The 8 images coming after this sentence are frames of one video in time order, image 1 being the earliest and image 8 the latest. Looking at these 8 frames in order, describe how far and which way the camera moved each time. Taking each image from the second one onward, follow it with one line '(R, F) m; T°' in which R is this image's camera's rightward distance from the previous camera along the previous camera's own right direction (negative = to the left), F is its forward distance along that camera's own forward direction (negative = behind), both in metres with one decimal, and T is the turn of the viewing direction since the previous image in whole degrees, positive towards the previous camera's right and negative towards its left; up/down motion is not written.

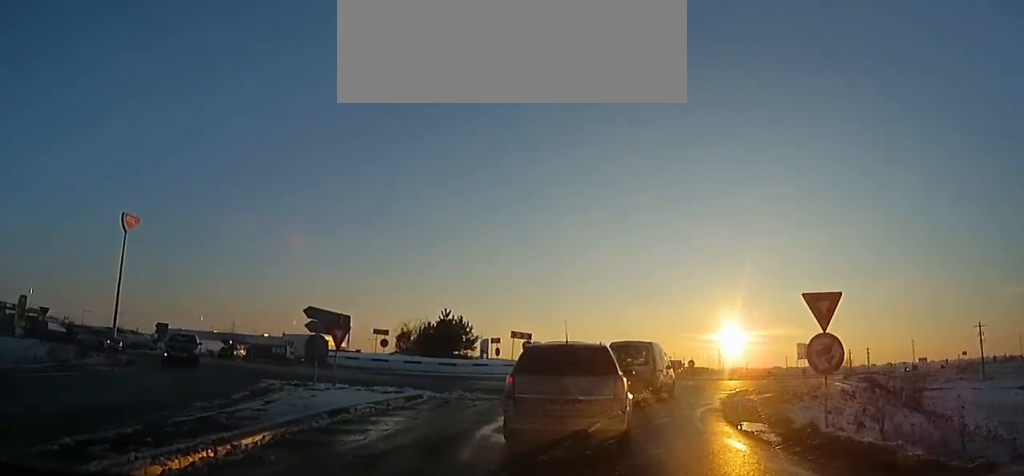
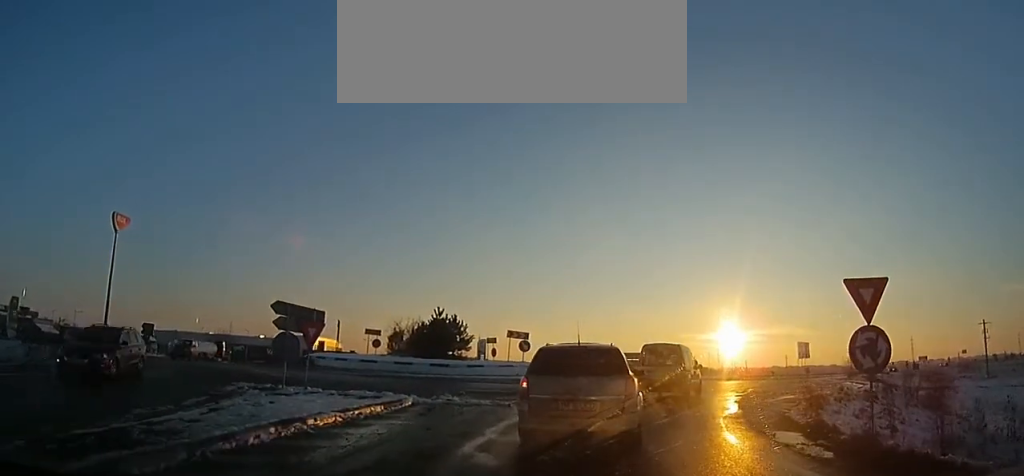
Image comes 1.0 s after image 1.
(0.0, +2.5) m; 0°
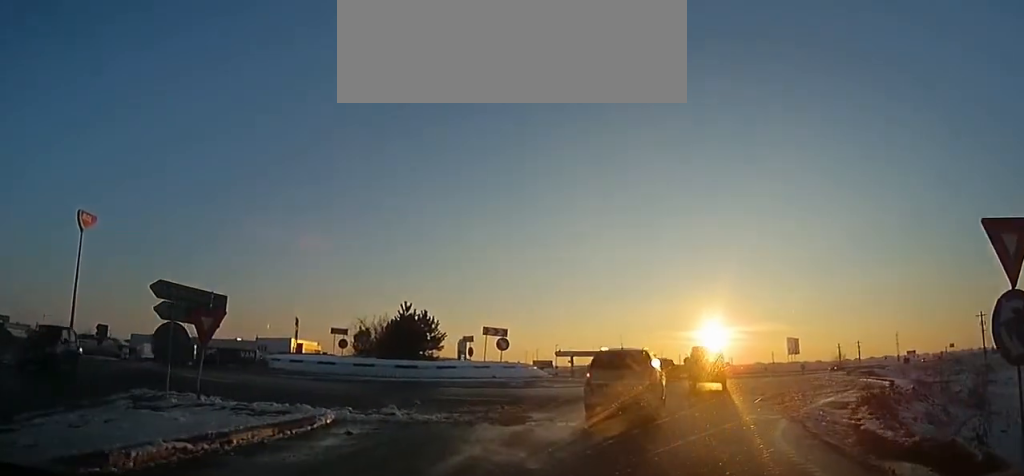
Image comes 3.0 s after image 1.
(0.0, +4.0) m; 0°
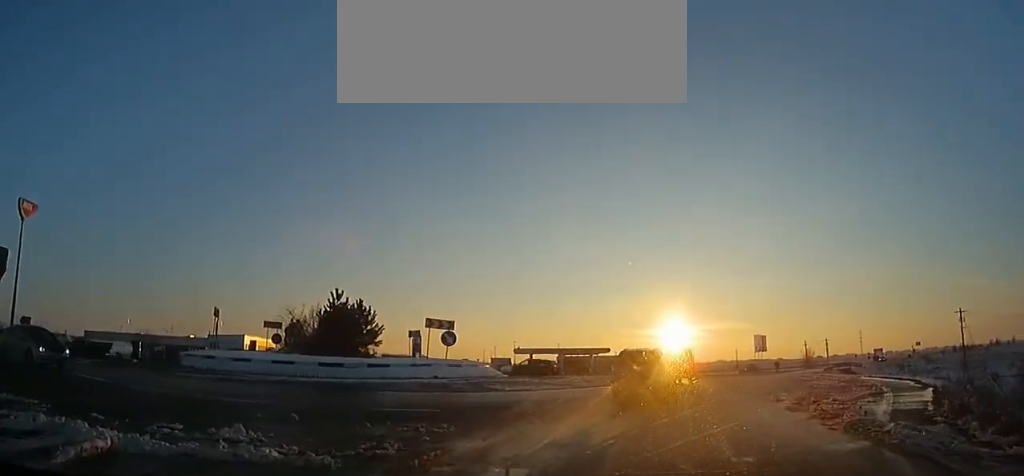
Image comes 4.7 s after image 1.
(0.0, +3.3) m; +2°
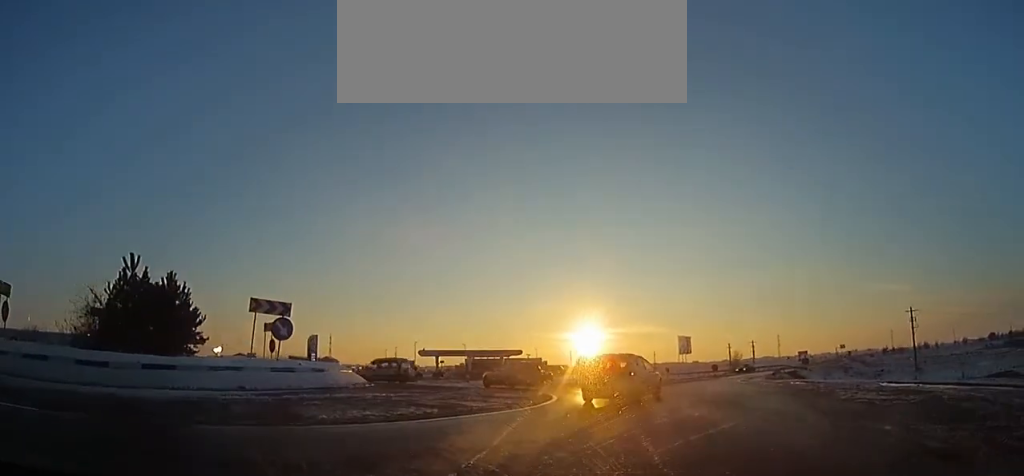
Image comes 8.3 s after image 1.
(+1.0, +10.5) m; +13°
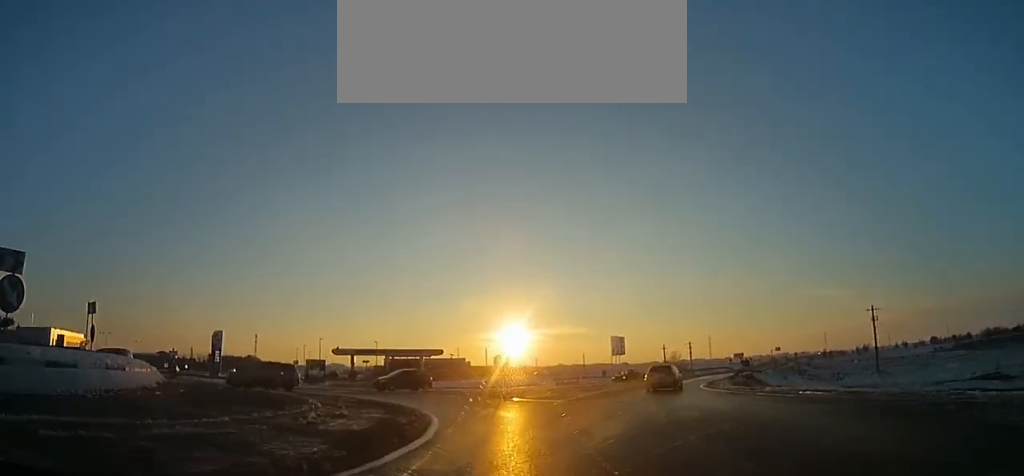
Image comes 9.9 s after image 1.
(+0.5, +7.1) m; +2°
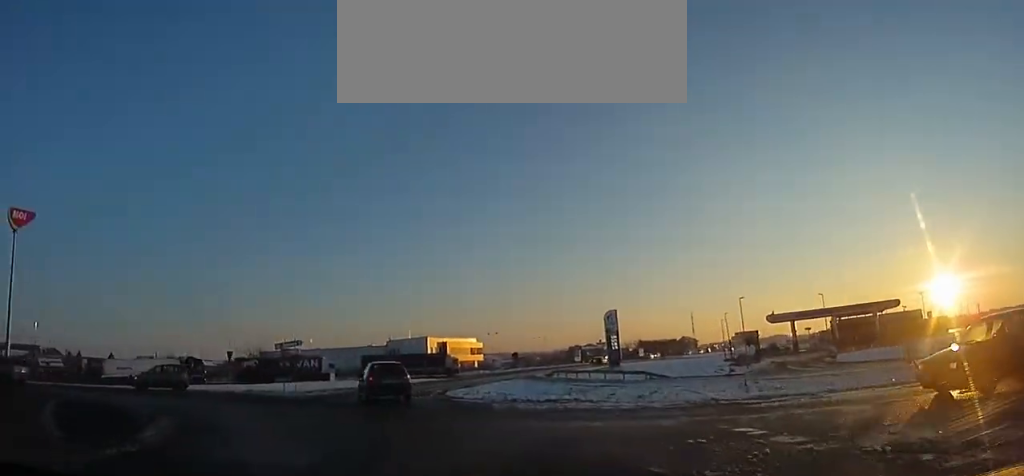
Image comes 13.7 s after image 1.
(-5.0, +20.0) m; -41°
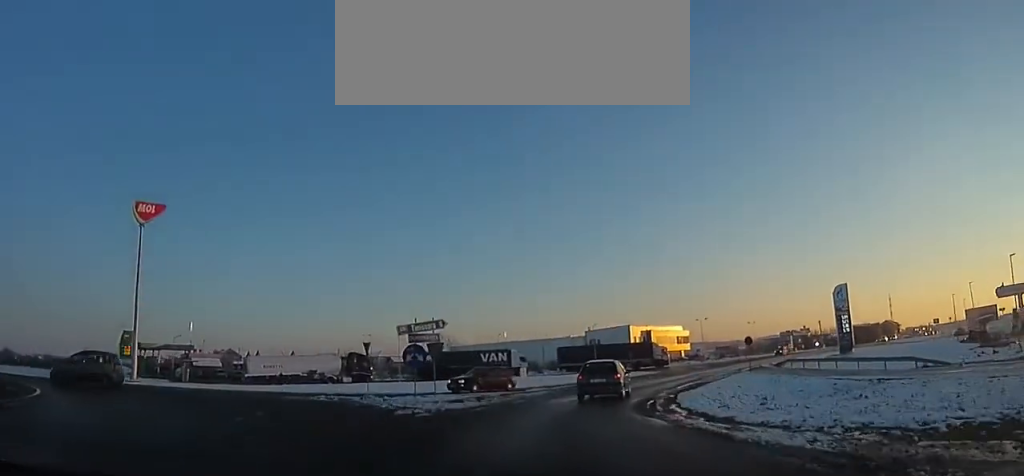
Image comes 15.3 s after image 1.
(-2.1, +10.3) m; -19°
